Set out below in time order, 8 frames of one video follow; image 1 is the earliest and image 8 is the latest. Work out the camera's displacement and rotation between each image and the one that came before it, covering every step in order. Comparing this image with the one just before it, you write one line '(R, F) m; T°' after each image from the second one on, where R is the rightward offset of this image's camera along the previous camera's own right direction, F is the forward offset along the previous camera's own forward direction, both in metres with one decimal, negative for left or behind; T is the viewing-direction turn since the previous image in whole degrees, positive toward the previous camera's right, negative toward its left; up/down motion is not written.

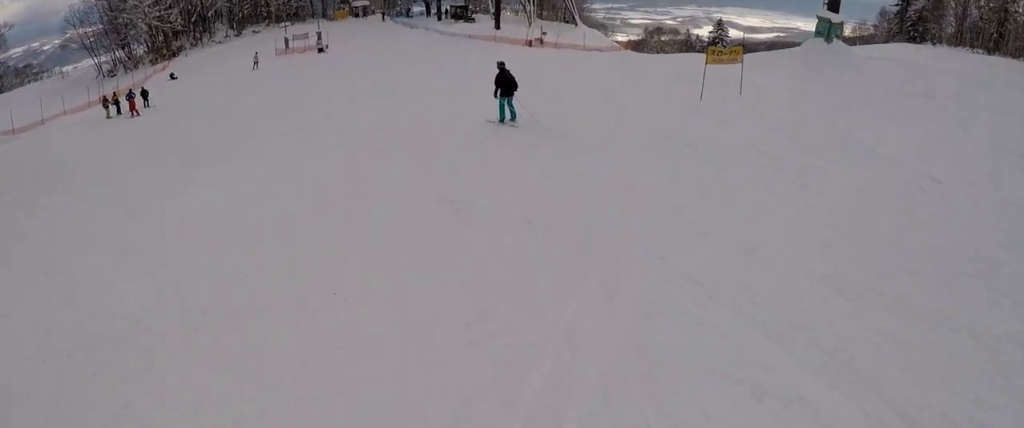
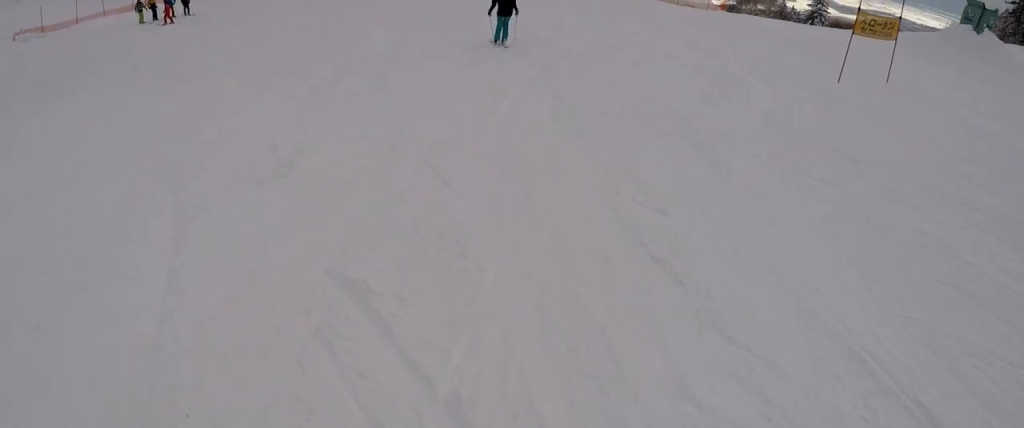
(-0.2, +4.6) m; -3°
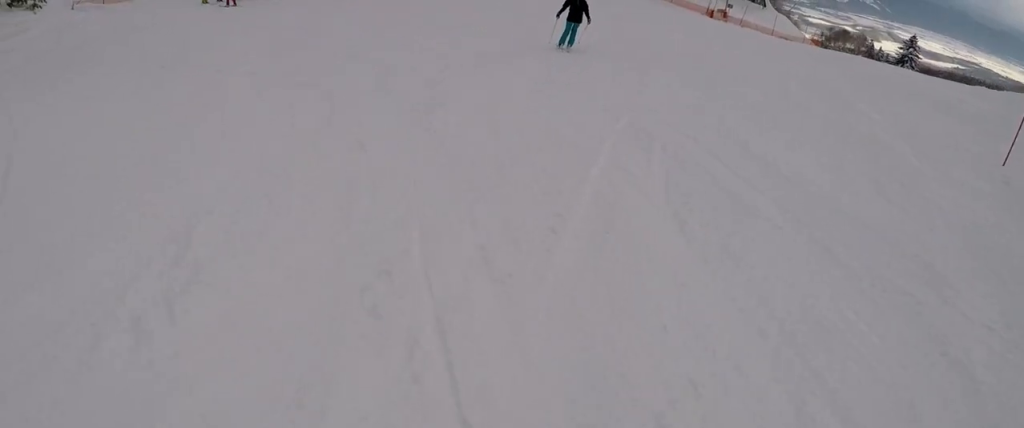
(-0.1, +2.8) m; -2°
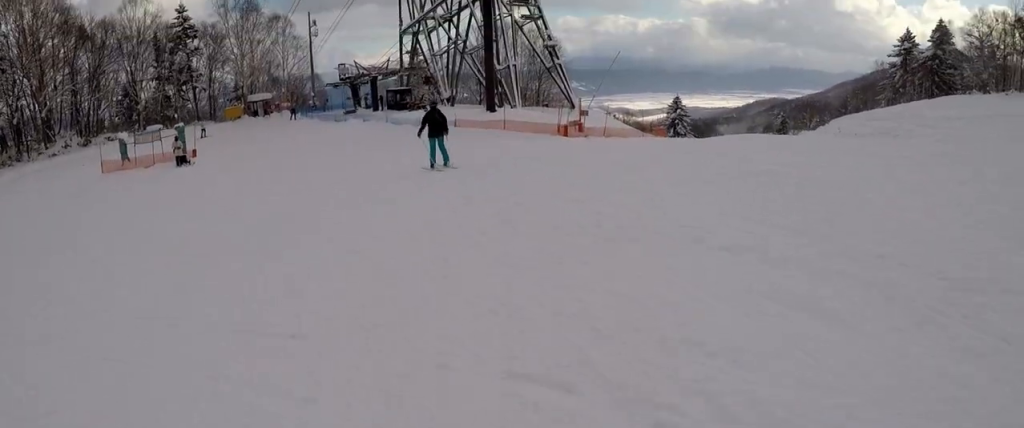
(0.0, +18.5) m; +12°
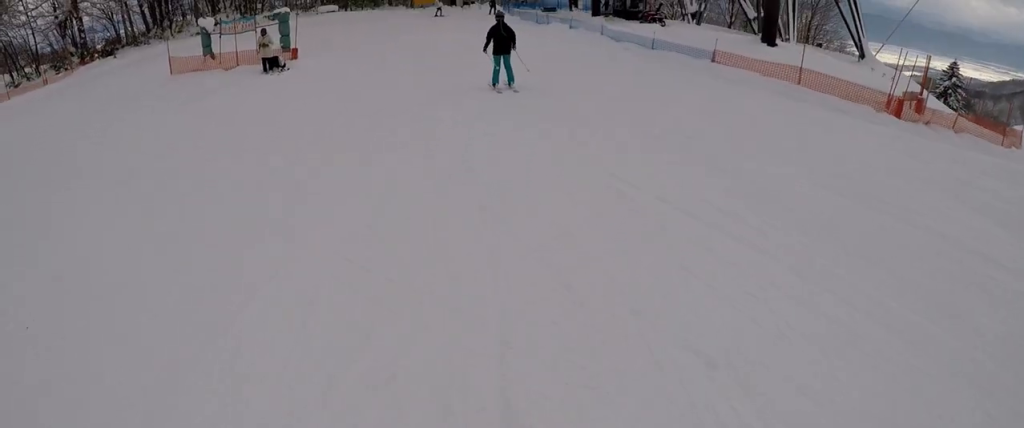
(-1.7, +12.5) m; -17°
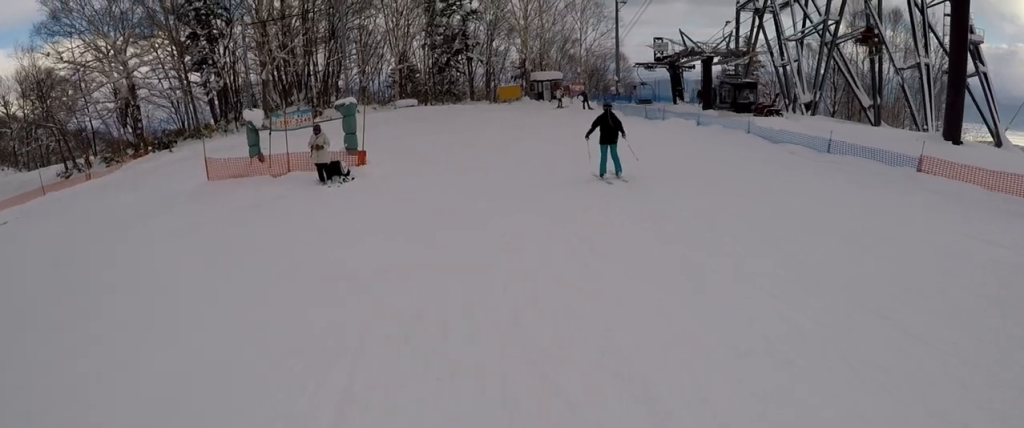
(-0.4, +5.5) m; -10°
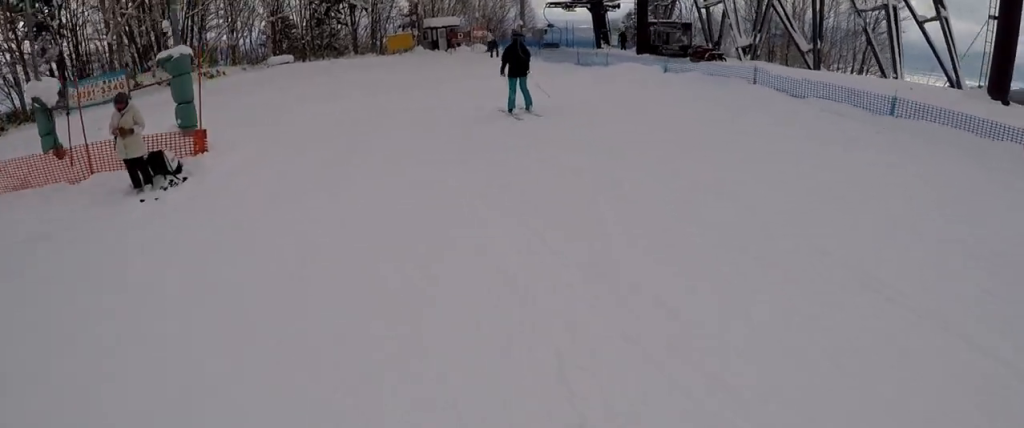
(-0.6, +5.3) m; -3°
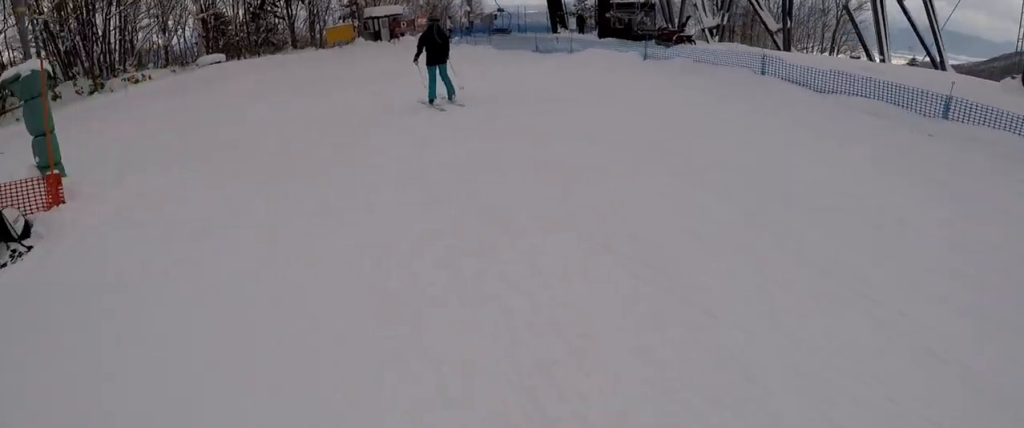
(-0.3, +2.7) m; +7°
